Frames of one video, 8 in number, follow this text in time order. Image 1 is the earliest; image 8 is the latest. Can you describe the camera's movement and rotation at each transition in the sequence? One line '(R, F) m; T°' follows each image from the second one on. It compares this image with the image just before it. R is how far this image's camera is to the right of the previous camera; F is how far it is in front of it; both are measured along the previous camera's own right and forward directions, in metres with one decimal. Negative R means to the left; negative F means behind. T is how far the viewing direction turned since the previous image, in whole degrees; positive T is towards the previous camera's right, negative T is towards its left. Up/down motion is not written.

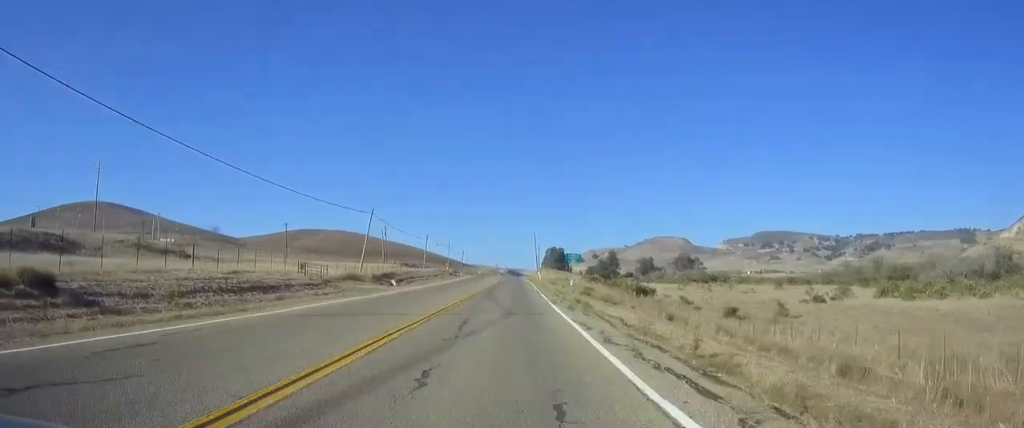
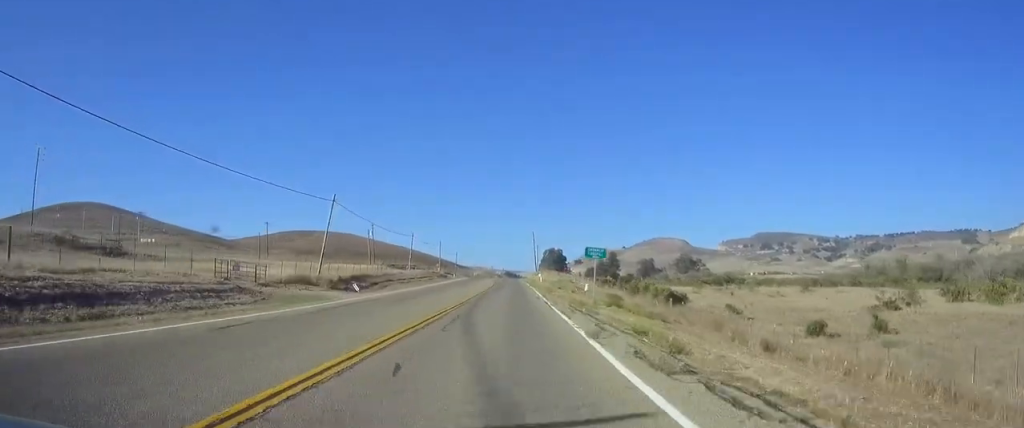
(+0.1, +15.6) m; 0°
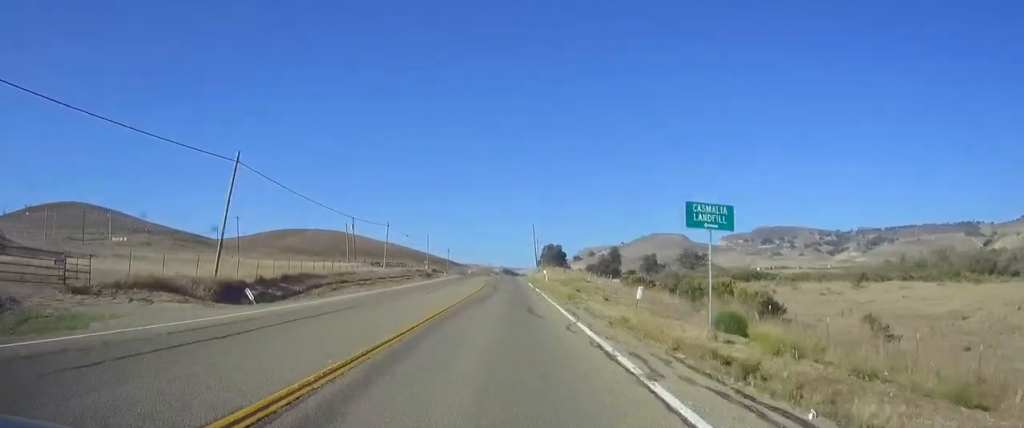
(+0.1, +21.8) m; 0°
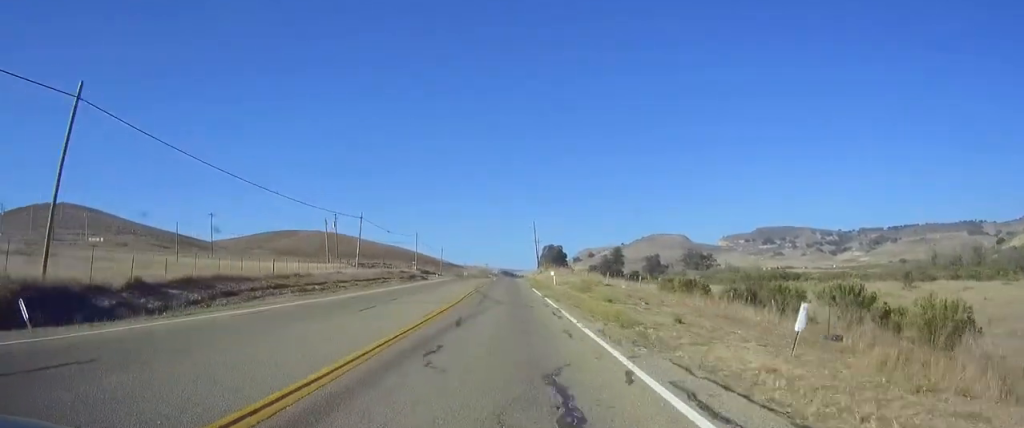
(0.0, +17.0) m; 0°
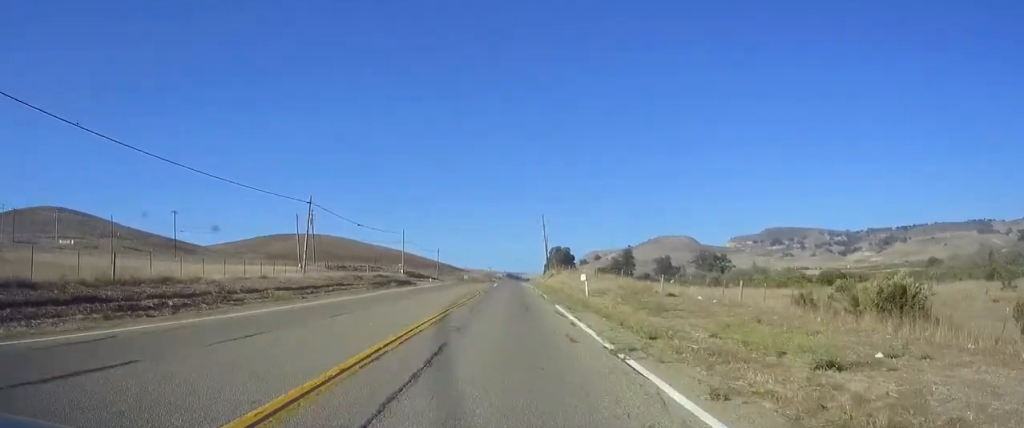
(-0.1, +23.2) m; -1°
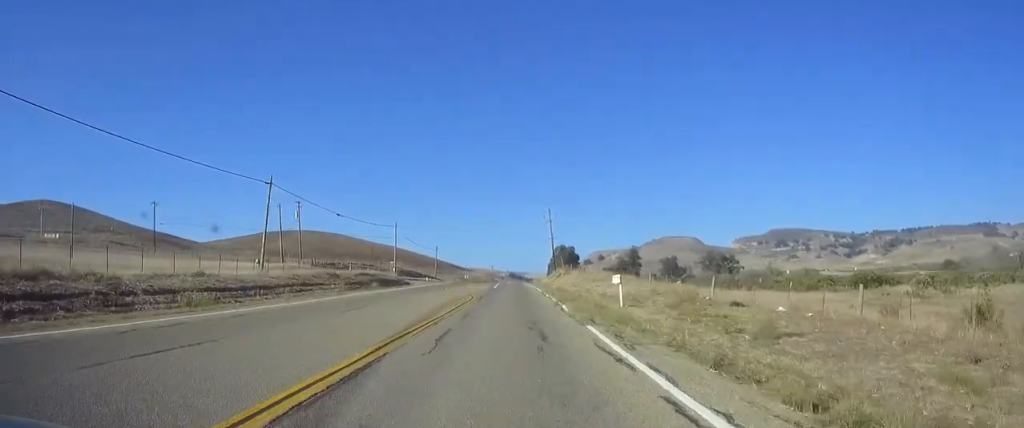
(-0.1, +11.2) m; 0°
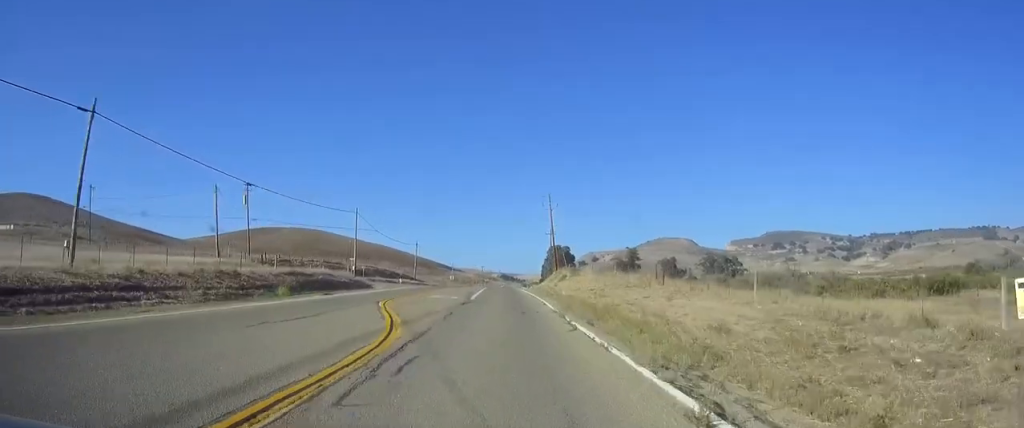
(0.0, +23.3) m; 0°
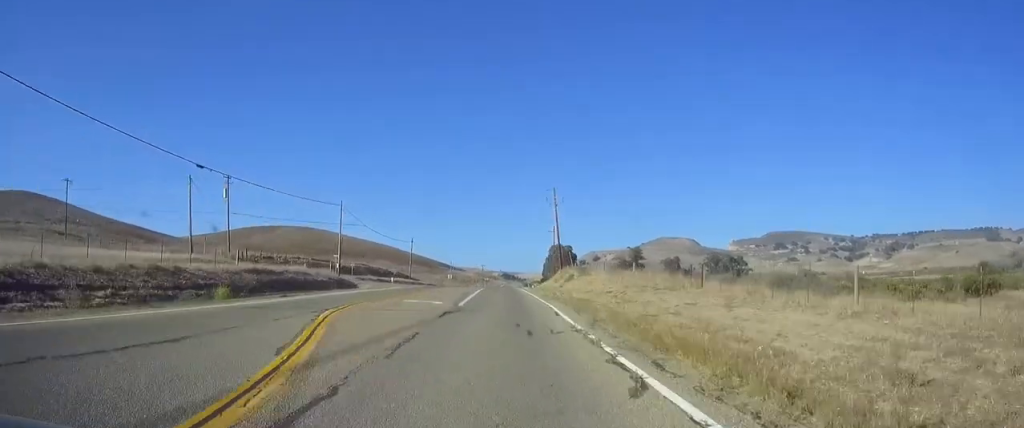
(0.0, +8.4) m; 0°
